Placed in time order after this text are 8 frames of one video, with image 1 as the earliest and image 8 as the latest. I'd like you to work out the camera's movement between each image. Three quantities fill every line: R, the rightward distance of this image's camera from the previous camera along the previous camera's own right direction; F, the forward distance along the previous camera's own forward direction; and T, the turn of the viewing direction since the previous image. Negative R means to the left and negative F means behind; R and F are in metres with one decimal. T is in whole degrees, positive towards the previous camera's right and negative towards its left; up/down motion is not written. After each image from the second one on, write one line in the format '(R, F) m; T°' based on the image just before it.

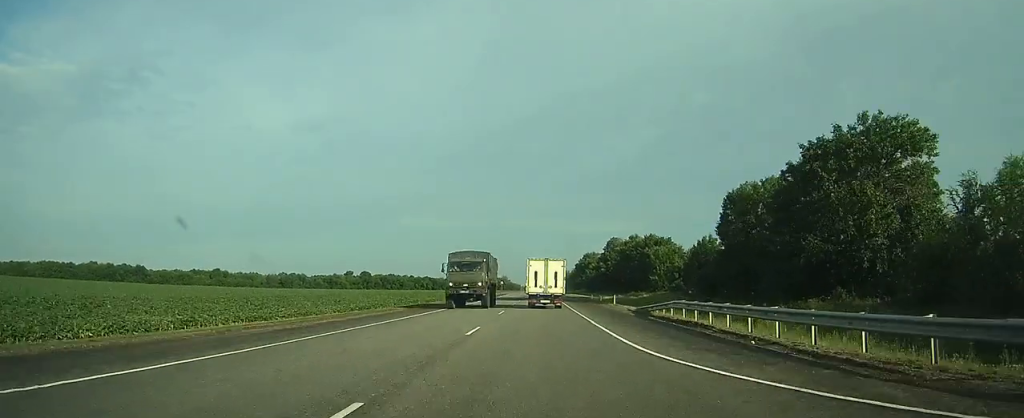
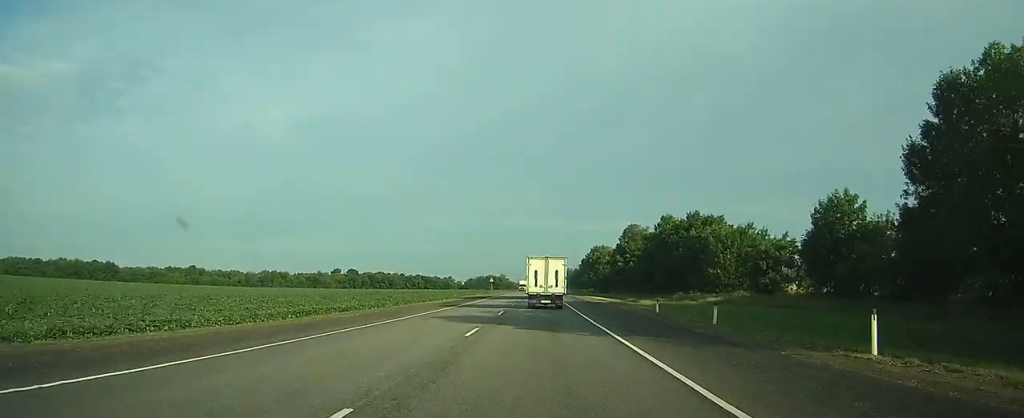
(0.0, +36.5) m; 0°
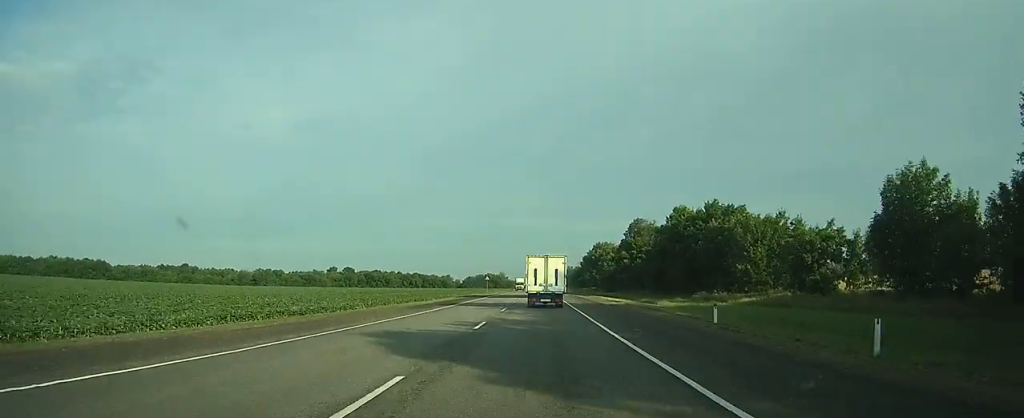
(0.0, +10.0) m; 0°
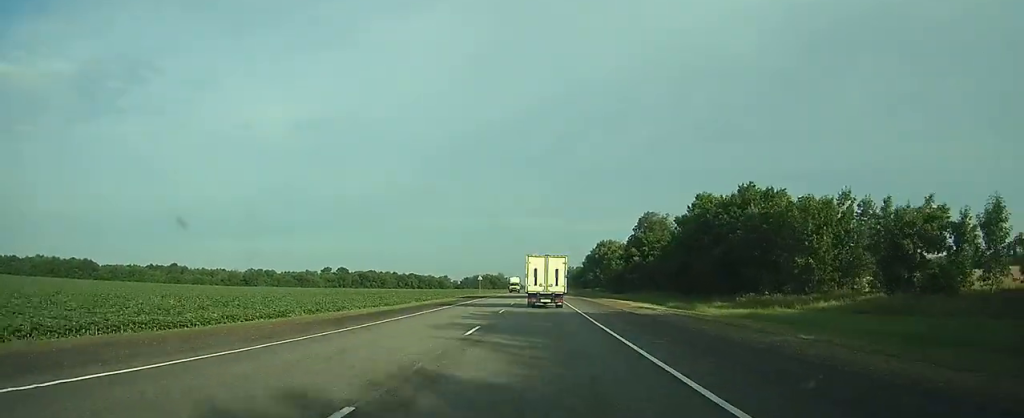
(0.0, +14.1) m; 0°
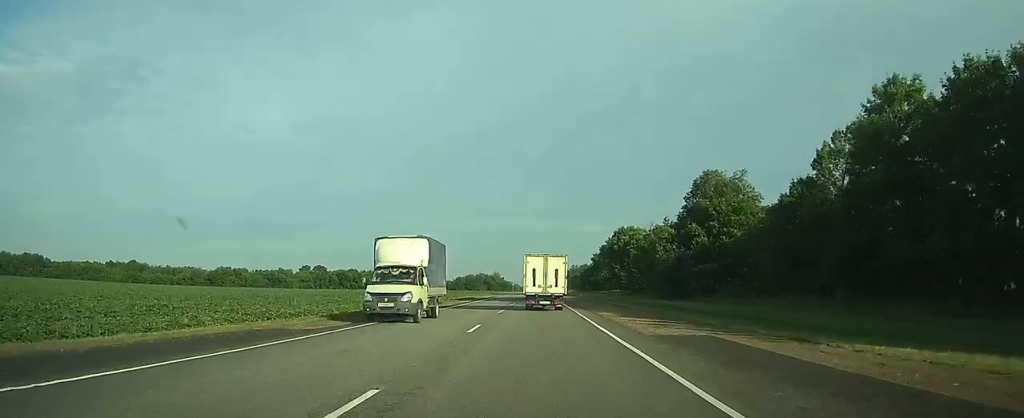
(0.0, +47.1) m; 0°
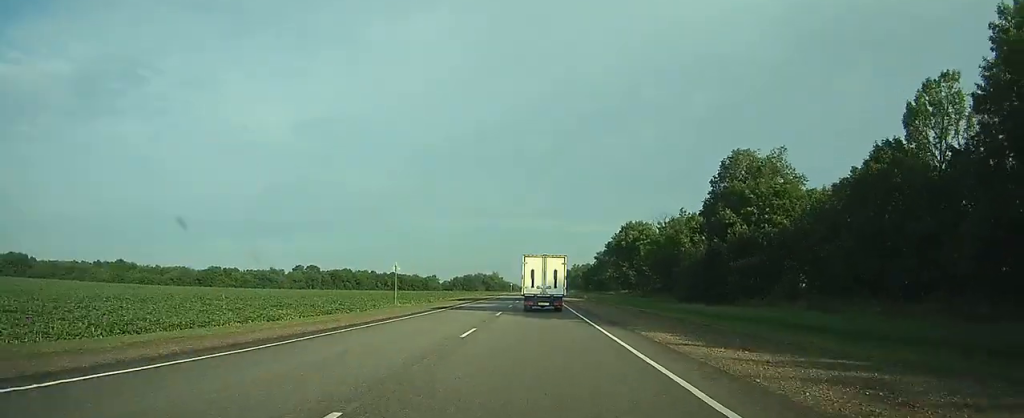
(0.0, +13.2) m; 0°
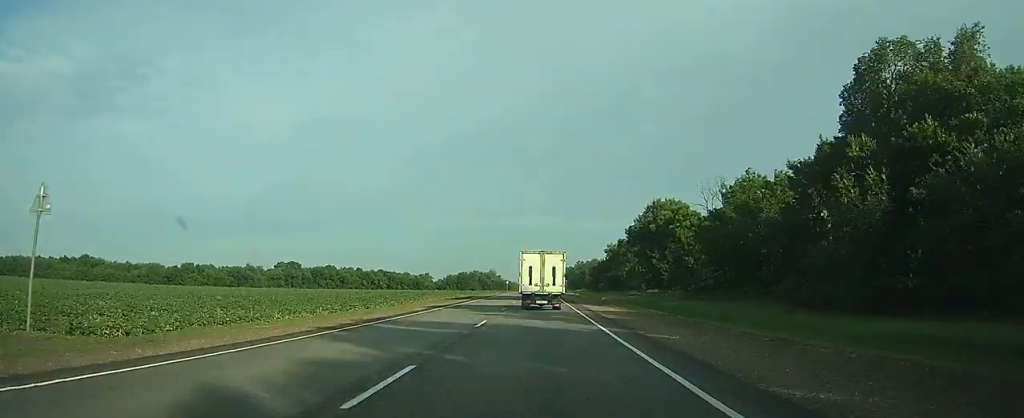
(0.0, +32.7) m; 0°
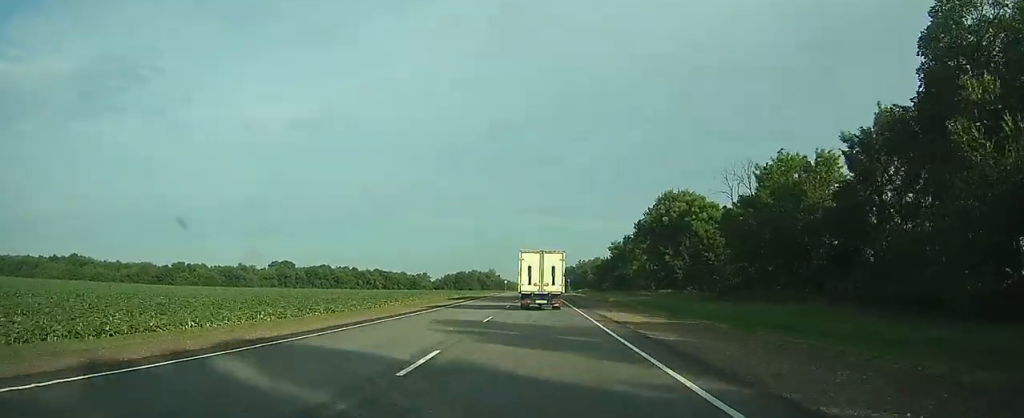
(0.0, +9.6) m; 0°
